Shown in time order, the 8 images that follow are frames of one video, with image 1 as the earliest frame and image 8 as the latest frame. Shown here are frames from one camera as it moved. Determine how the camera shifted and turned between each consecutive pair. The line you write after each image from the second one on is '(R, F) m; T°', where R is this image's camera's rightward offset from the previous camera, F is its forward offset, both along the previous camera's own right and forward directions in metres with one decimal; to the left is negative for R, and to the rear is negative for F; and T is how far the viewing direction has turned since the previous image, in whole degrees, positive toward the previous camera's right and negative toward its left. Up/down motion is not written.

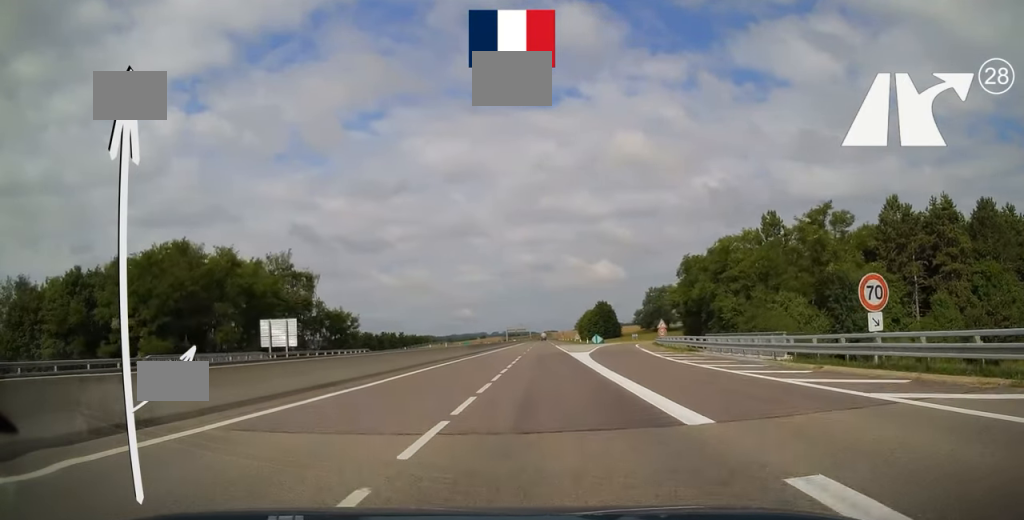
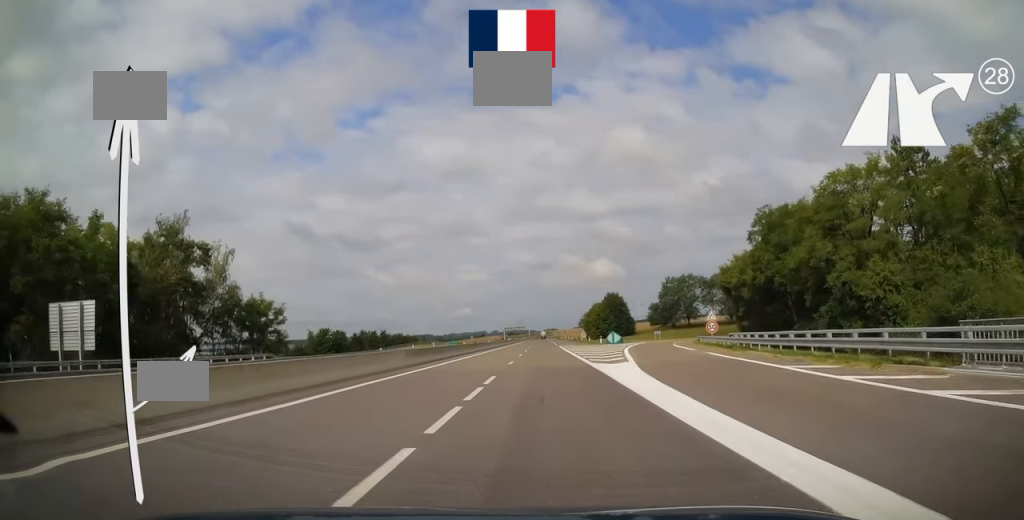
(0.0, +23.1) m; 0°
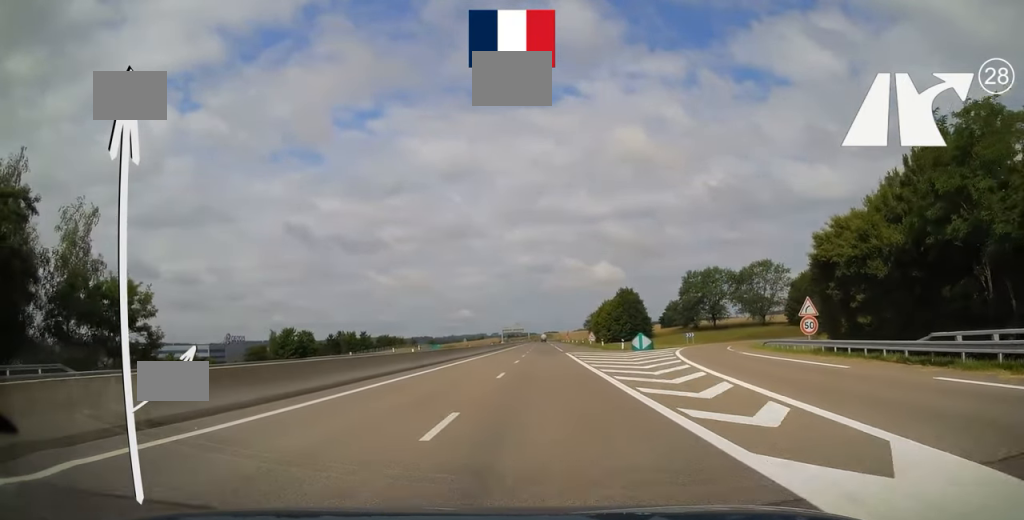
(0.0, +20.6) m; 0°
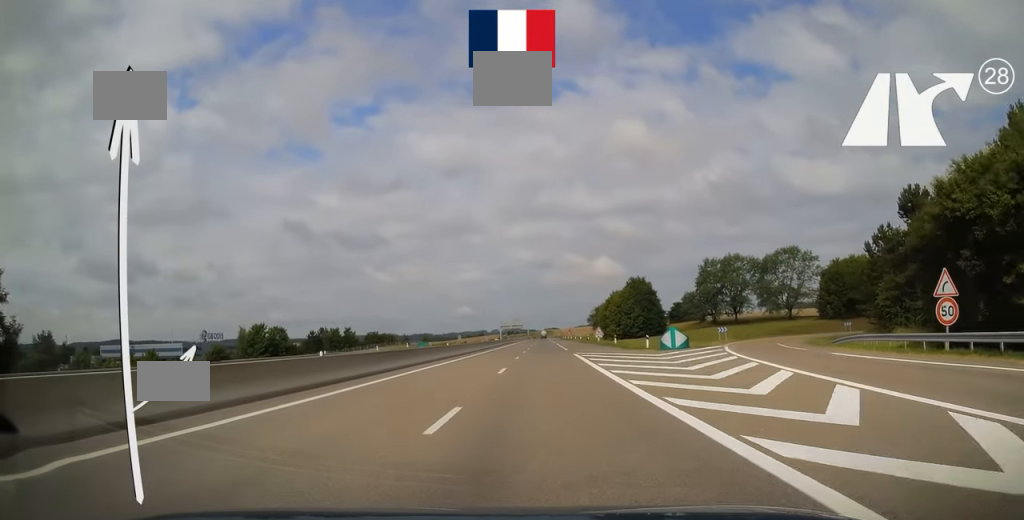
(0.0, +13.2) m; 0°
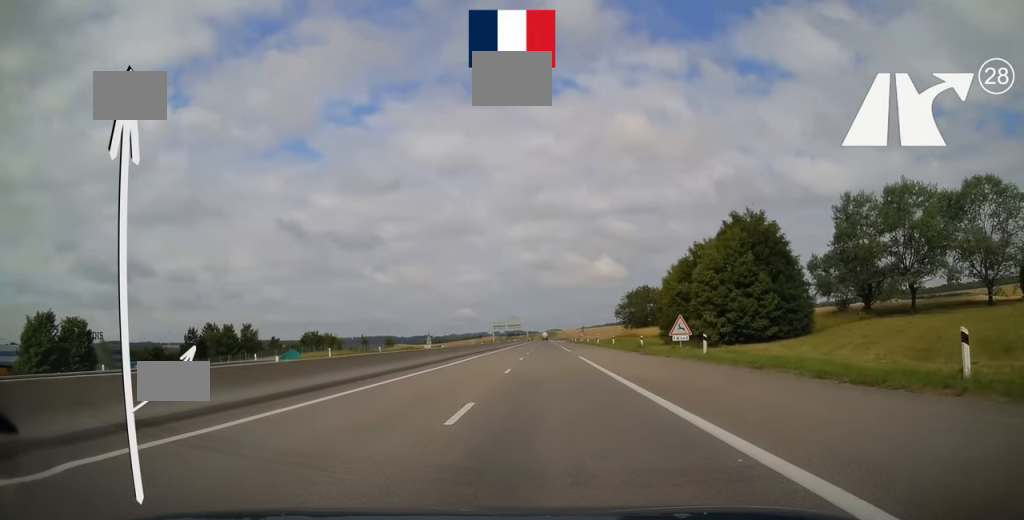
(-0.6, +52.9) m; 0°
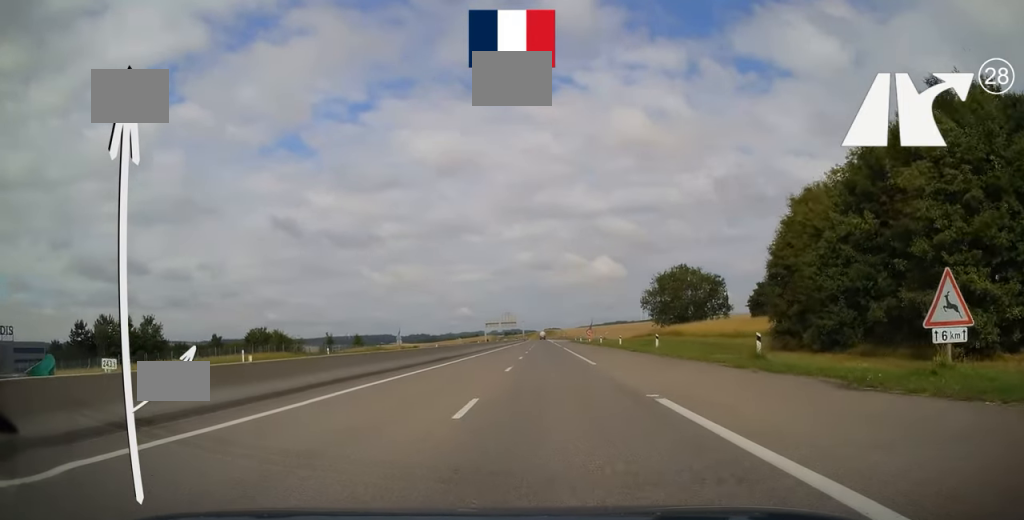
(+0.5, +26.5) m; +1°
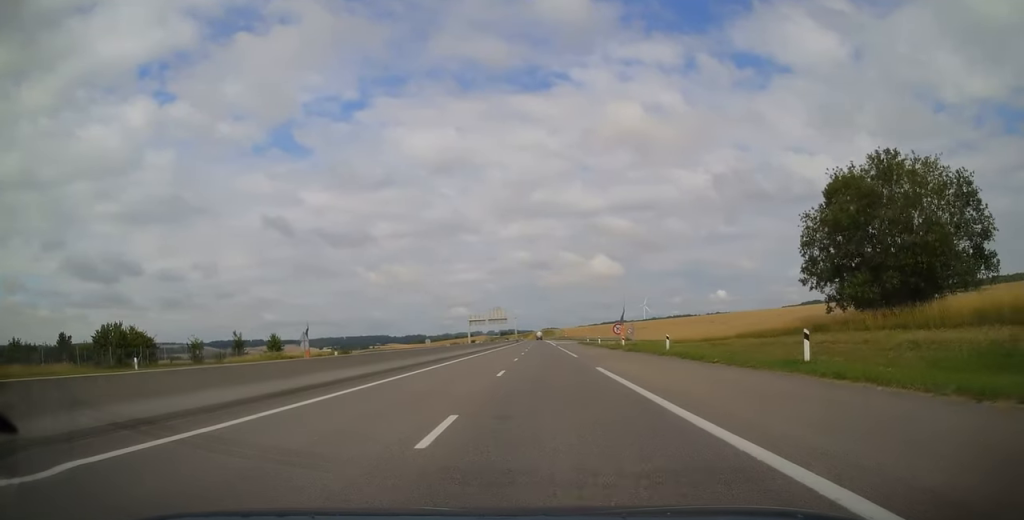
(-0.2, +43.1) m; -1°
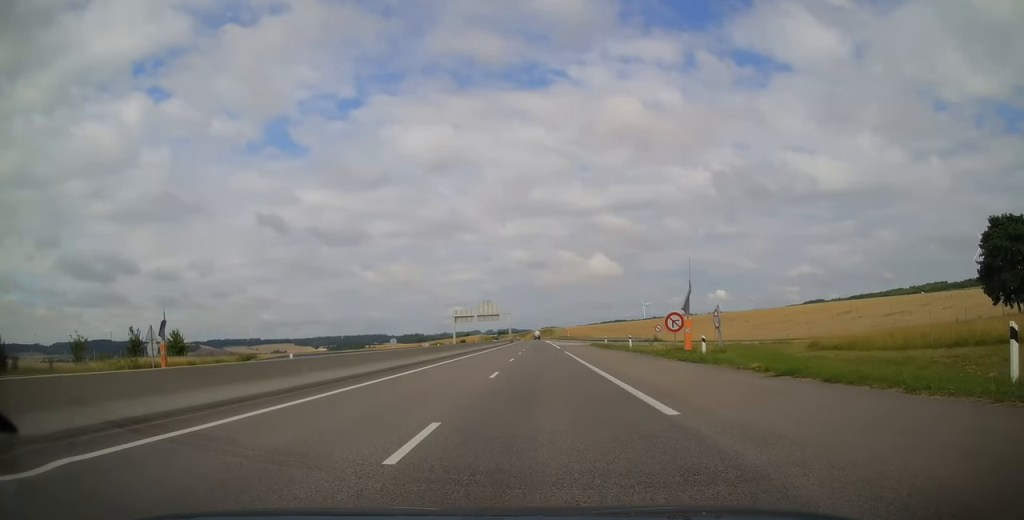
(0.0, +27.9) m; 0°
